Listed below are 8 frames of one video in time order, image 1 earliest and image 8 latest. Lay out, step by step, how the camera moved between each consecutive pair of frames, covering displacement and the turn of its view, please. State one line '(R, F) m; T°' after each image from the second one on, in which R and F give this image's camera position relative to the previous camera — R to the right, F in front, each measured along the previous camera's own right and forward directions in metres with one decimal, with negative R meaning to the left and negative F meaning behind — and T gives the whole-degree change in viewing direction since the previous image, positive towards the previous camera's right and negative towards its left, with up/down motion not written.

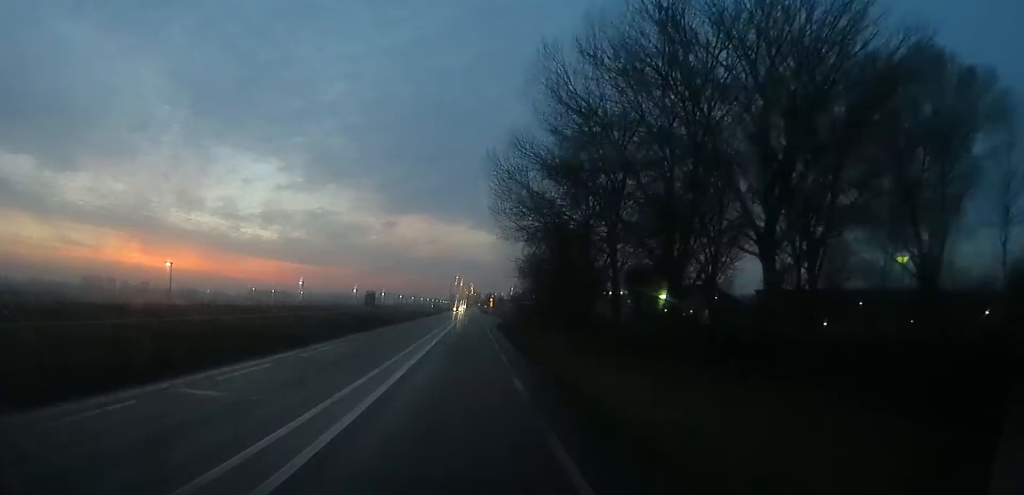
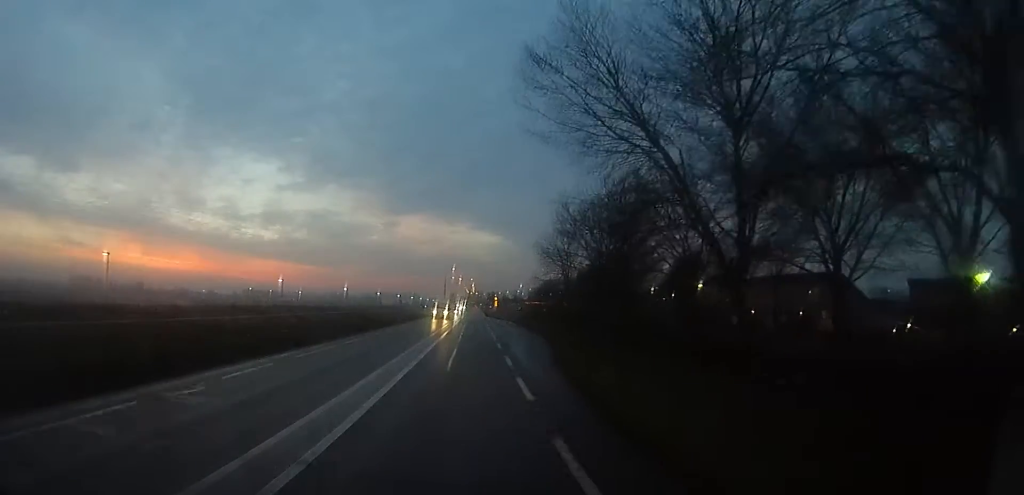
(+1.0, +36.5) m; 0°
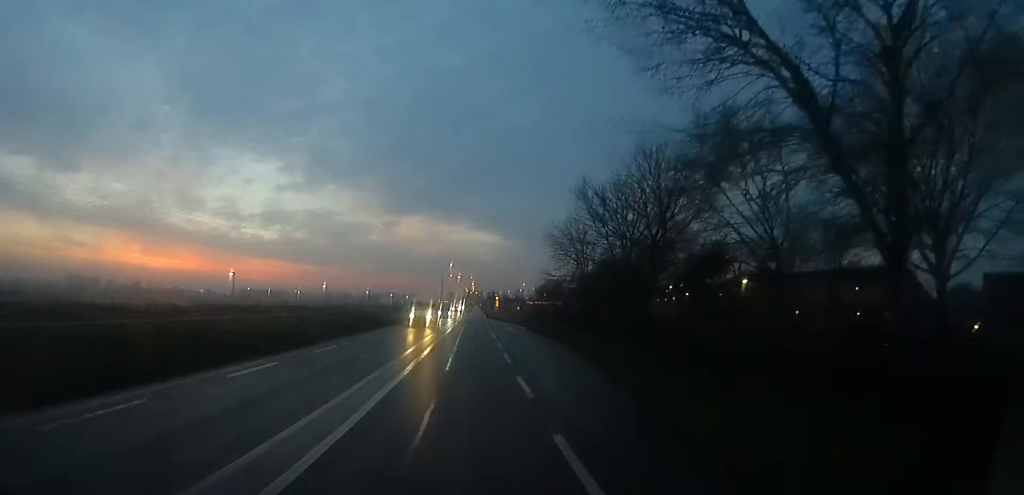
(-0.3, +11.9) m; -1°
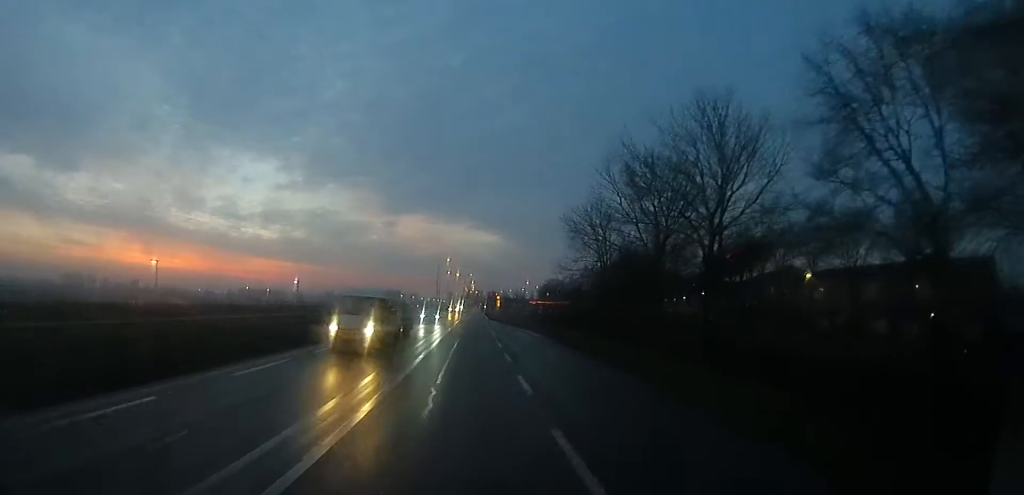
(-0.1, +11.8) m; 0°
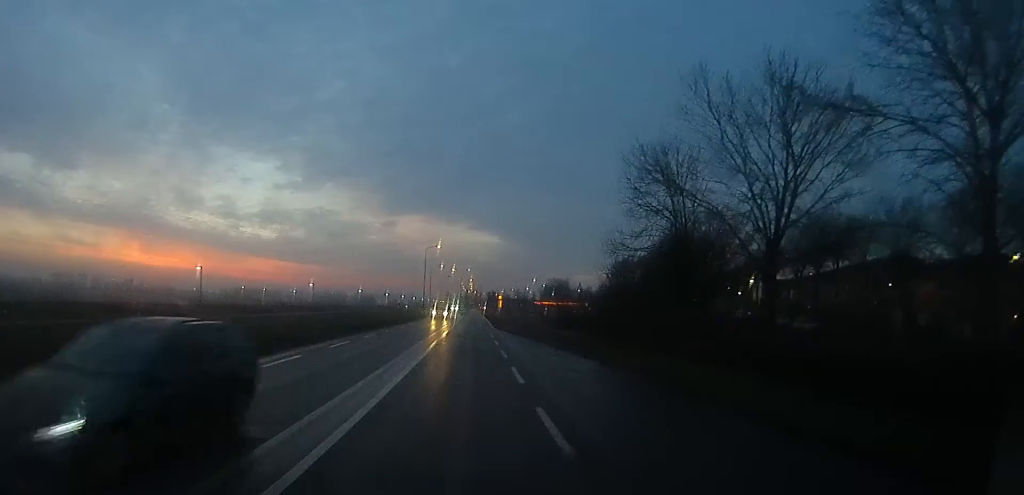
(0.0, +22.4) m; 0°
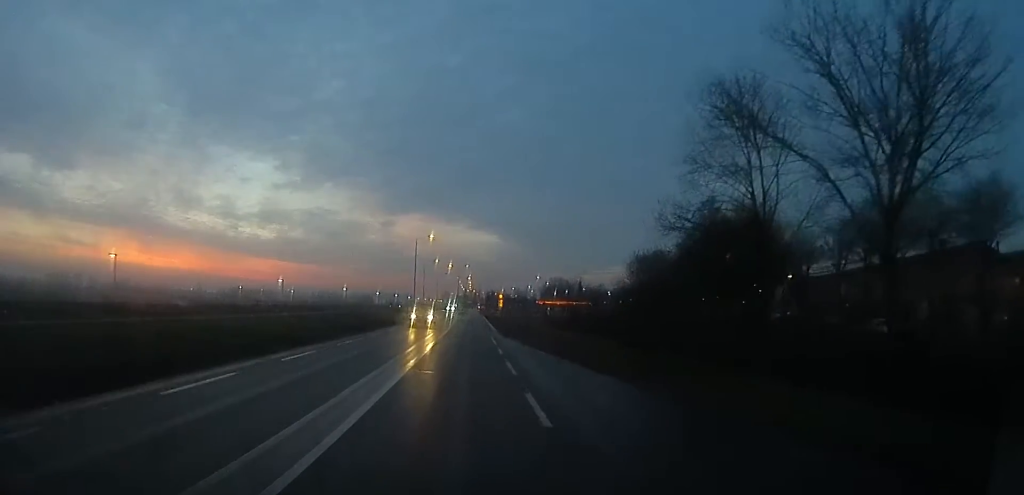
(0.0, +10.6) m; 0°
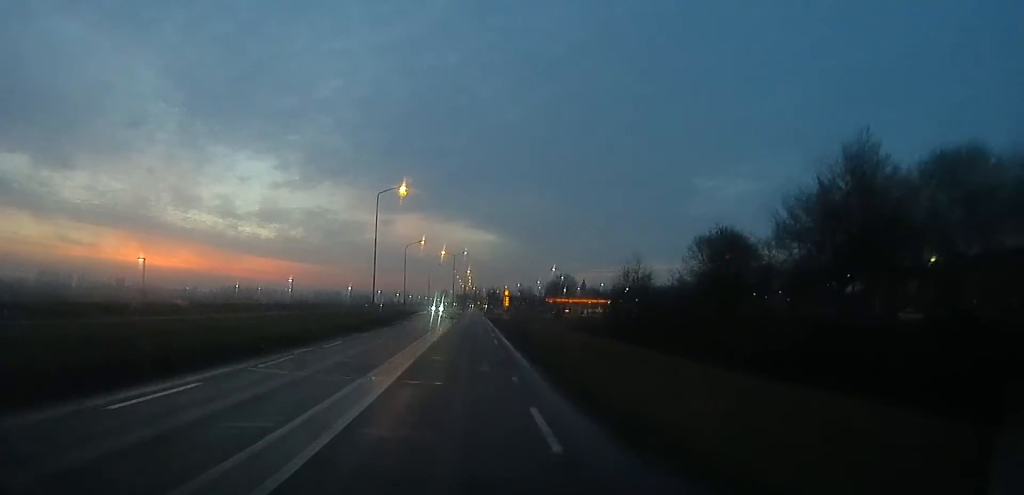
(+0.6, +25.8) m; +2°
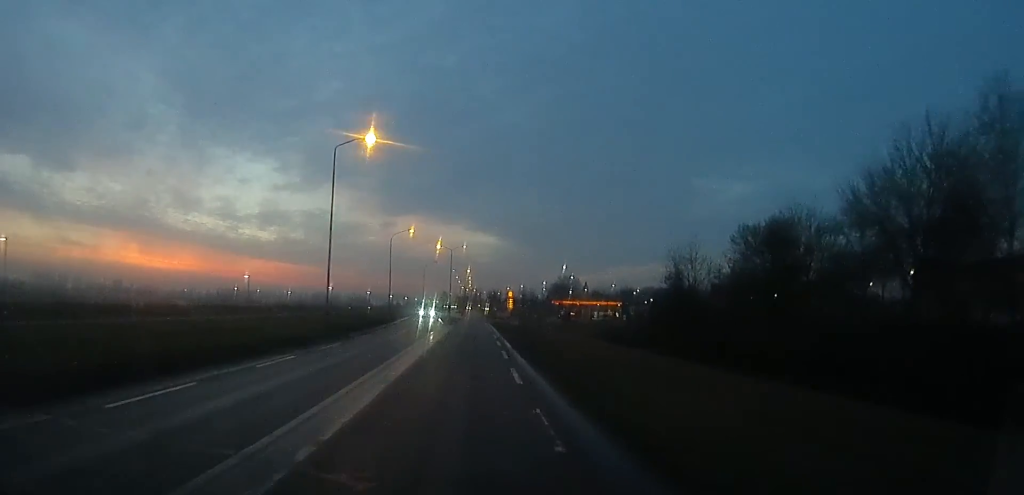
(+0.1, +12.4) m; 0°
